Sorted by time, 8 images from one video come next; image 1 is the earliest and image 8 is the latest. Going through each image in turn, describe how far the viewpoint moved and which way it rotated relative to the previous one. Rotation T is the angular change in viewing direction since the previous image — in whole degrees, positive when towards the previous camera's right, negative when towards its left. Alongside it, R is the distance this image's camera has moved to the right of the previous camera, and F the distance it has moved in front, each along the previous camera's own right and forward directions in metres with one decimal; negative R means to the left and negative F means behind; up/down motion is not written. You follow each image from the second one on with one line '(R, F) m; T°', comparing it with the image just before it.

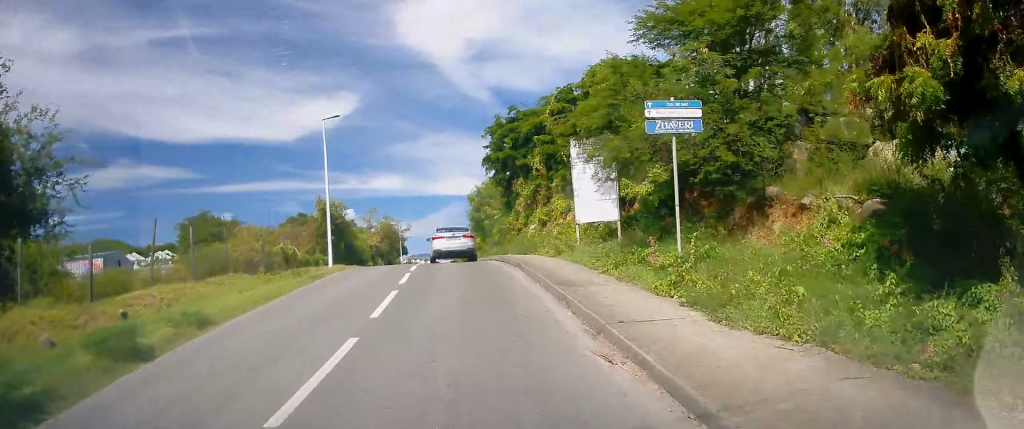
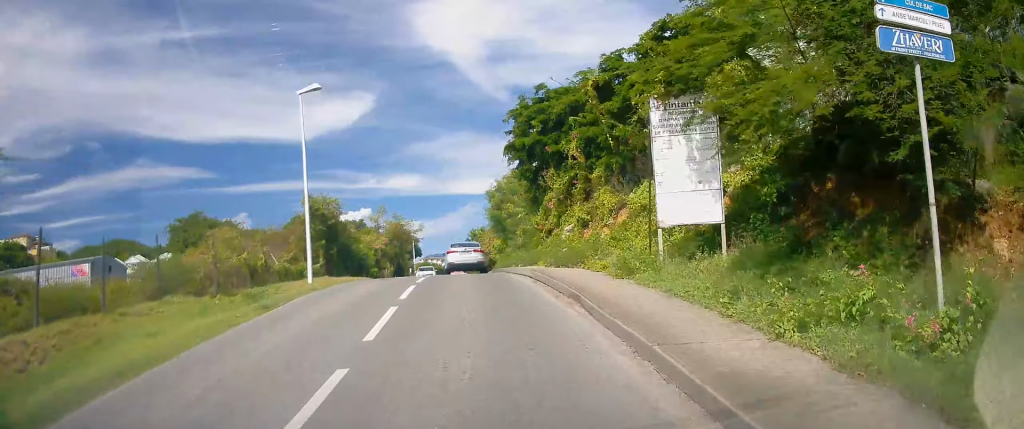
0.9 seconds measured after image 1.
(-0.4, +6.1) m; -2°
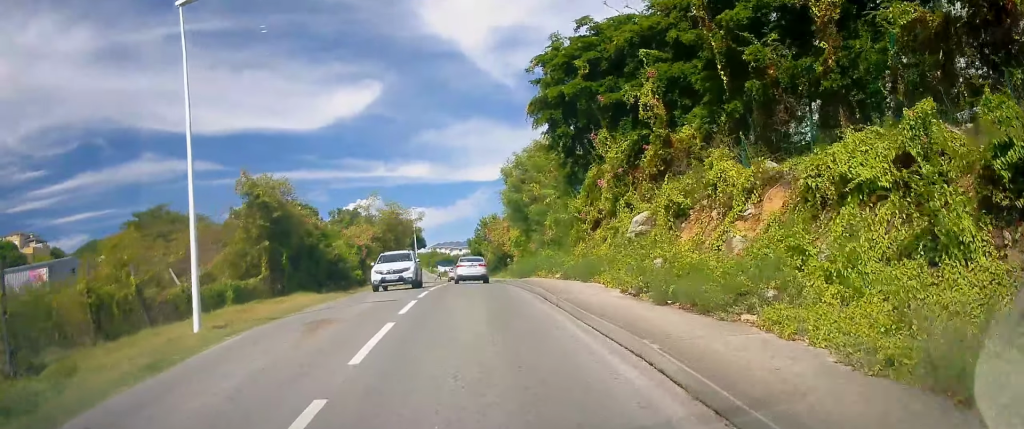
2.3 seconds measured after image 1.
(+0.4, +9.6) m; +1°
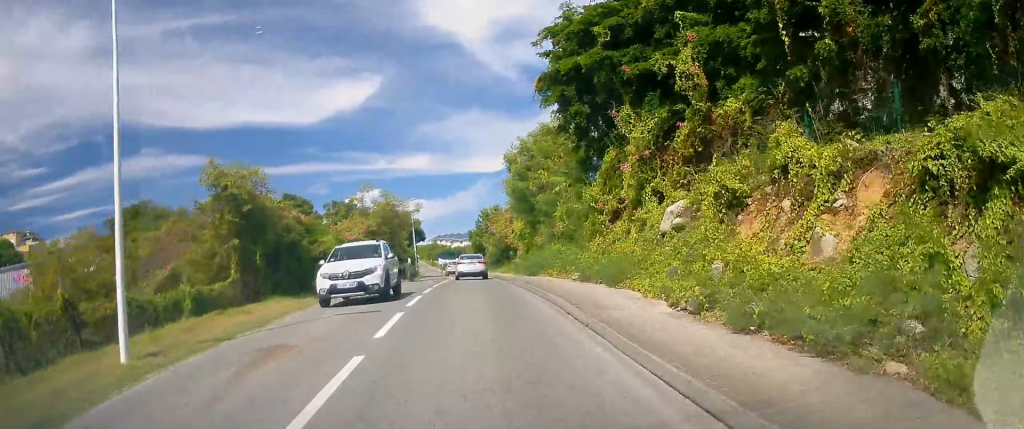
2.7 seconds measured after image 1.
(+0.1, +2.8) m; -1°
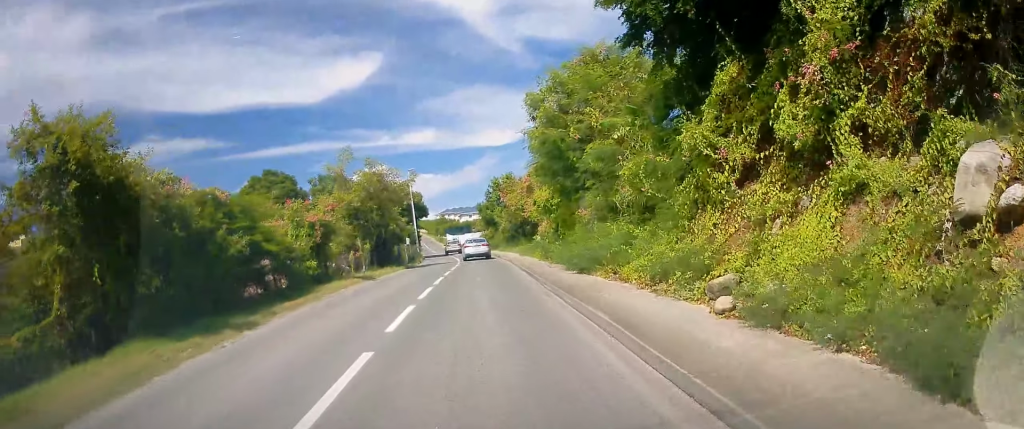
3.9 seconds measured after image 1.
(-0.6, +8.6) m; -5°
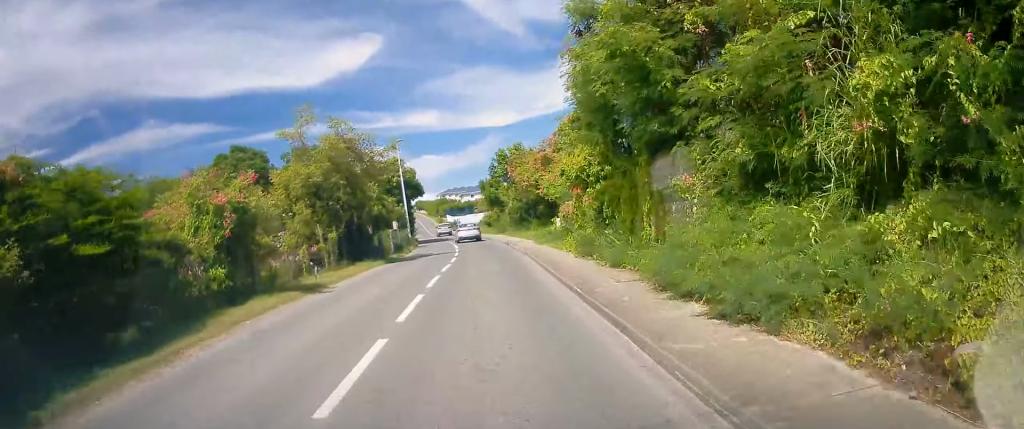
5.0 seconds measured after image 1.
(0.0, +8.4) m; +3°
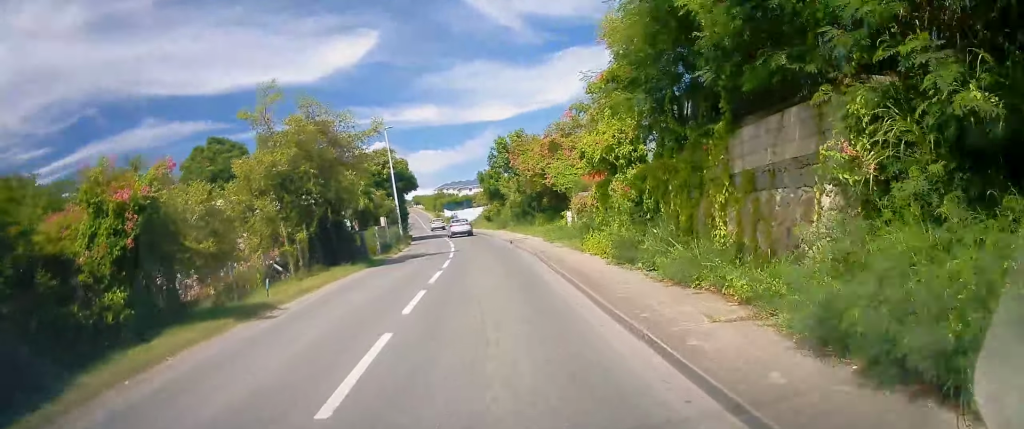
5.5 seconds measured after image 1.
(+0.3, +4.2) m; +2°
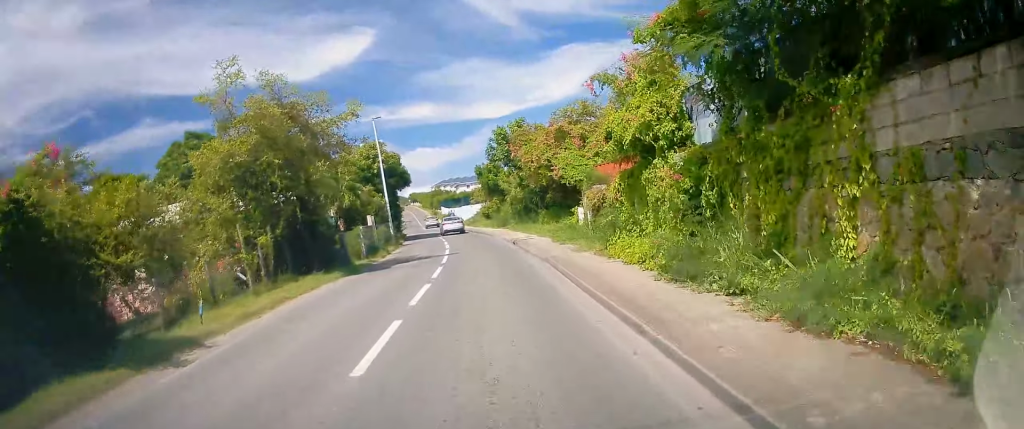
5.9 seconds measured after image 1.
(+0.1, +3.5) m; 0°
